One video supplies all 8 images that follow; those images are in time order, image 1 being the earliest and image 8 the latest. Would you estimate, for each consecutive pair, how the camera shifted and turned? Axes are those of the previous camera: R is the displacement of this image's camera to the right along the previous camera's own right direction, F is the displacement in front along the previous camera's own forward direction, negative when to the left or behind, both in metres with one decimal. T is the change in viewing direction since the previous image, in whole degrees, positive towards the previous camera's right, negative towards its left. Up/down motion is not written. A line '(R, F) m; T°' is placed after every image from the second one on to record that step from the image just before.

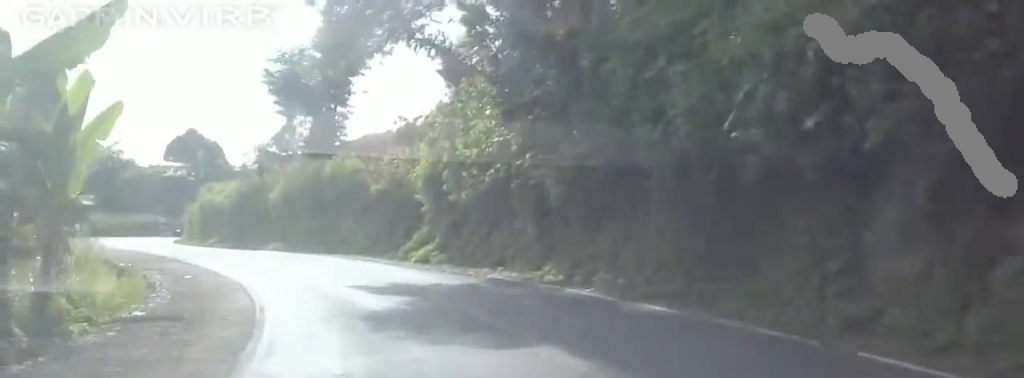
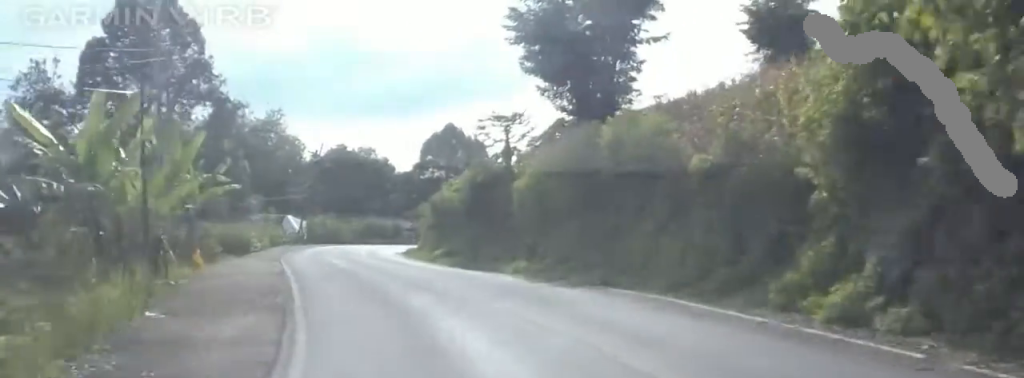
(-3.2, +17.6) m; -15°
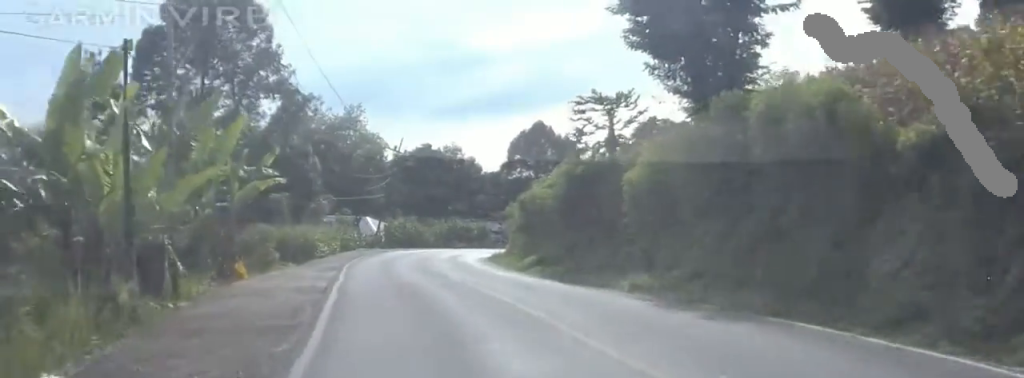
(0.0, +6.0) m; -3°
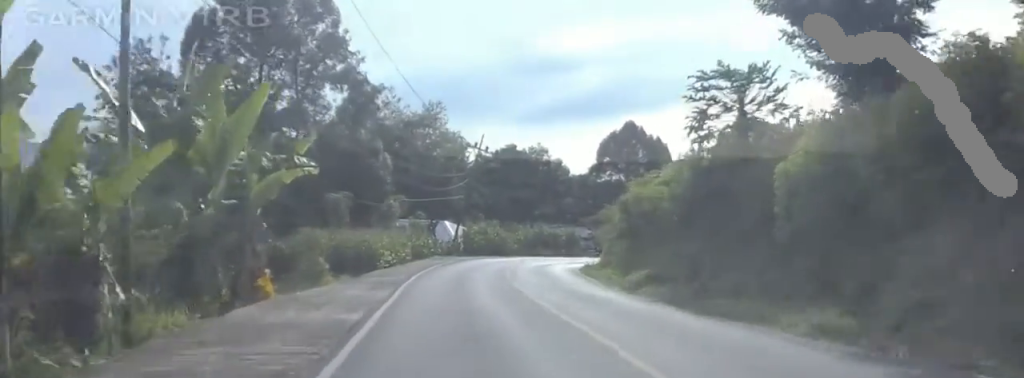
(+0.1, +6.5) m; -3°
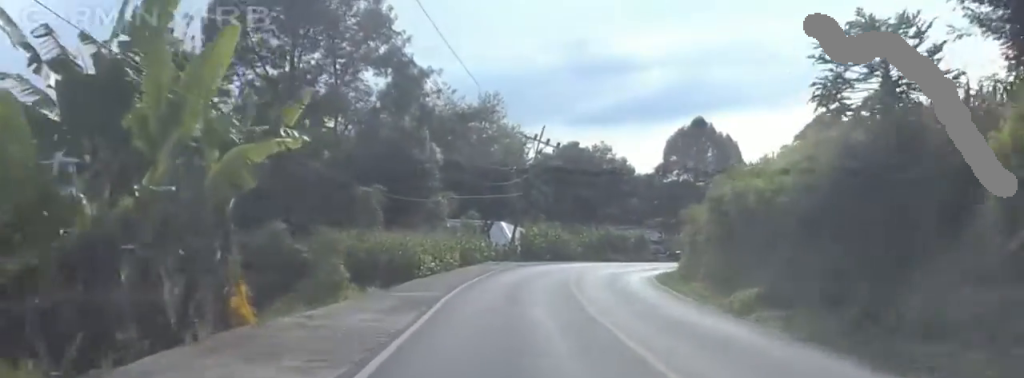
(-0.5, +6.2) m; -2°
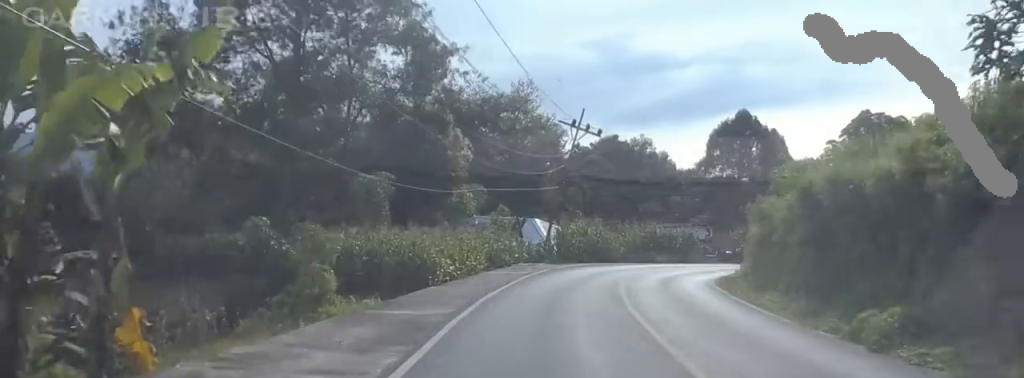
(-0.3, +5.7) m; -2°
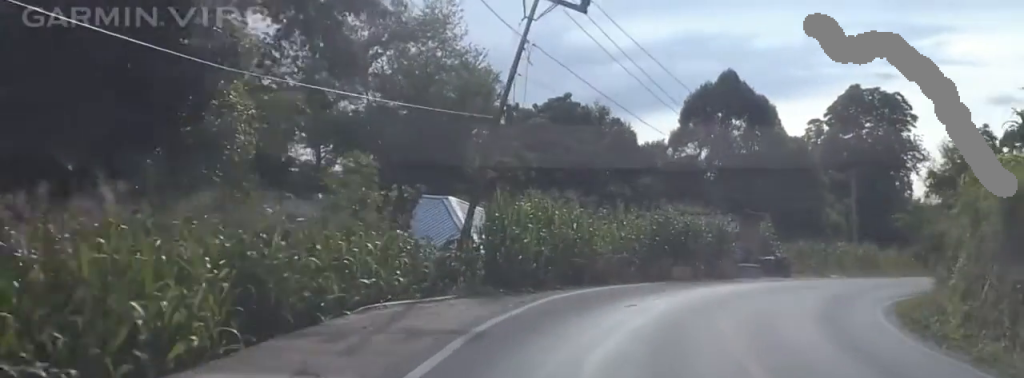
(+0.6, +25.8) m; +2°
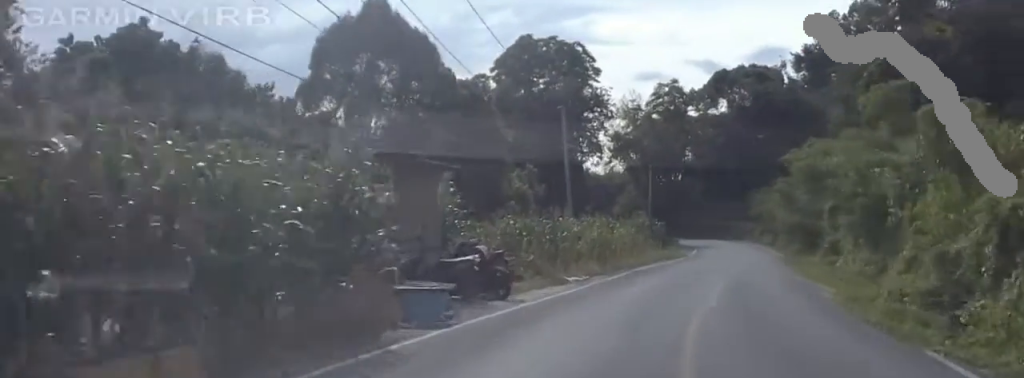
(+5.6, +22.7) m; +28°
